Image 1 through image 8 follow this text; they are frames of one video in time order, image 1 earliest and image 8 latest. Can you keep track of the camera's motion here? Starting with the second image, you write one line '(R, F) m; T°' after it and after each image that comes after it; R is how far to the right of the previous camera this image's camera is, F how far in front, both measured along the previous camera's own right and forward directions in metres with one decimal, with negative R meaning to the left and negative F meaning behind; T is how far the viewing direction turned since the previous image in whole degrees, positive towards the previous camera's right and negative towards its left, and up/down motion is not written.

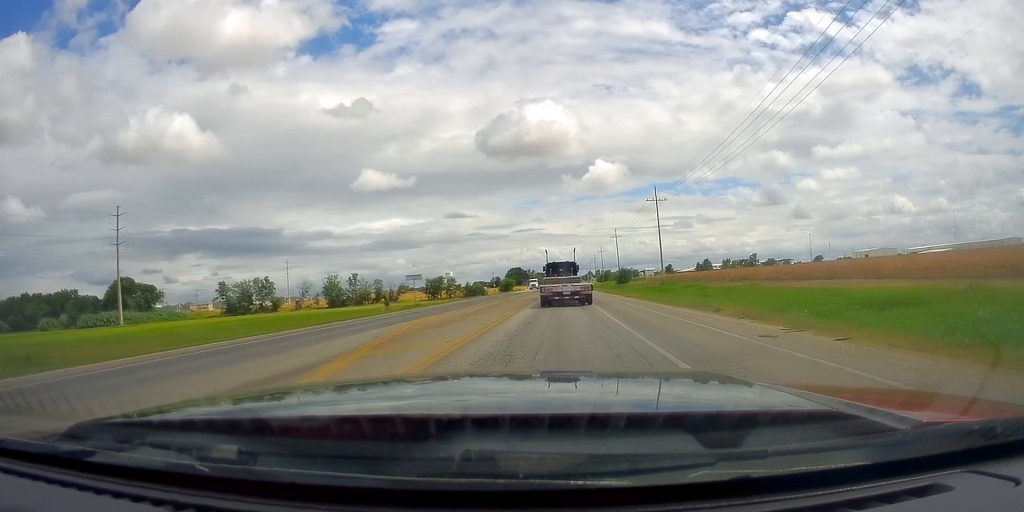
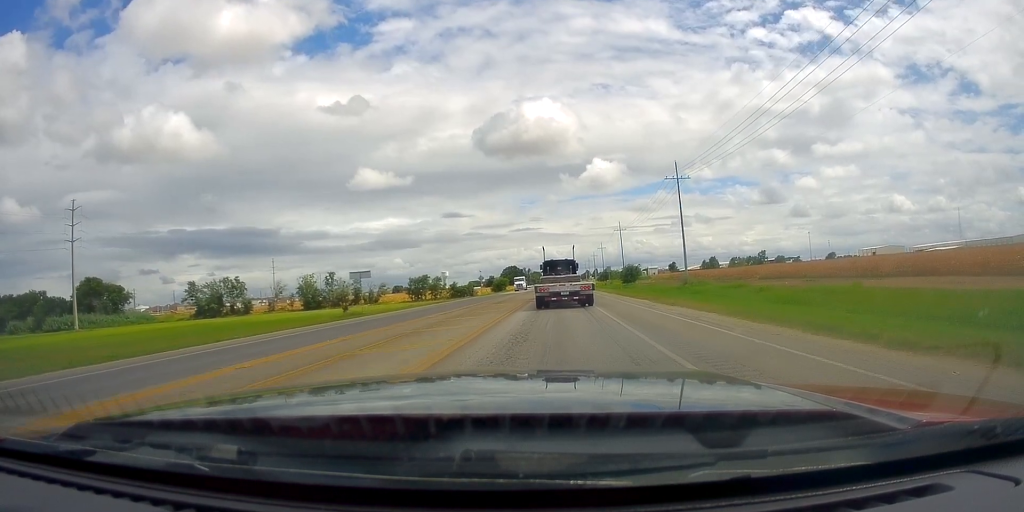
(0.0, +18.9) m; 0°
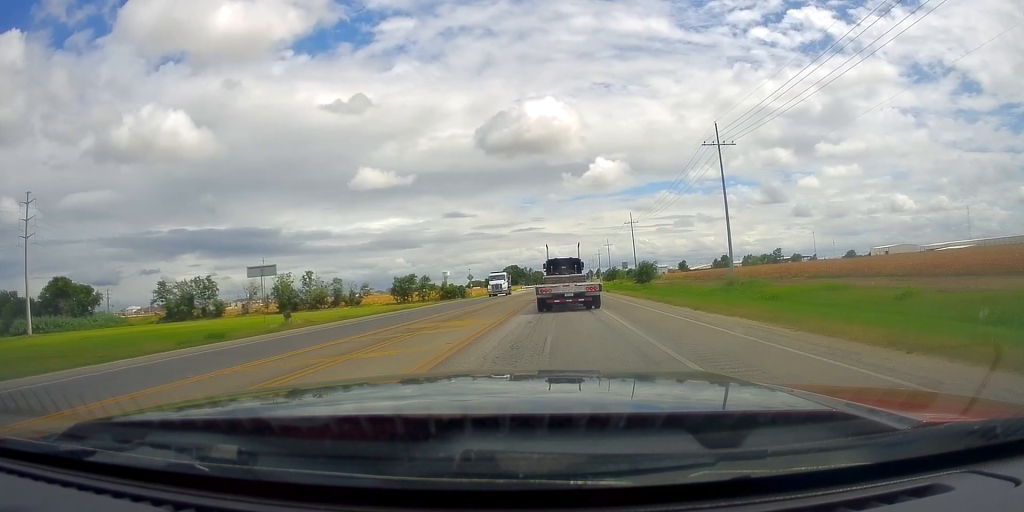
(0.0, +19.5) m; 0°
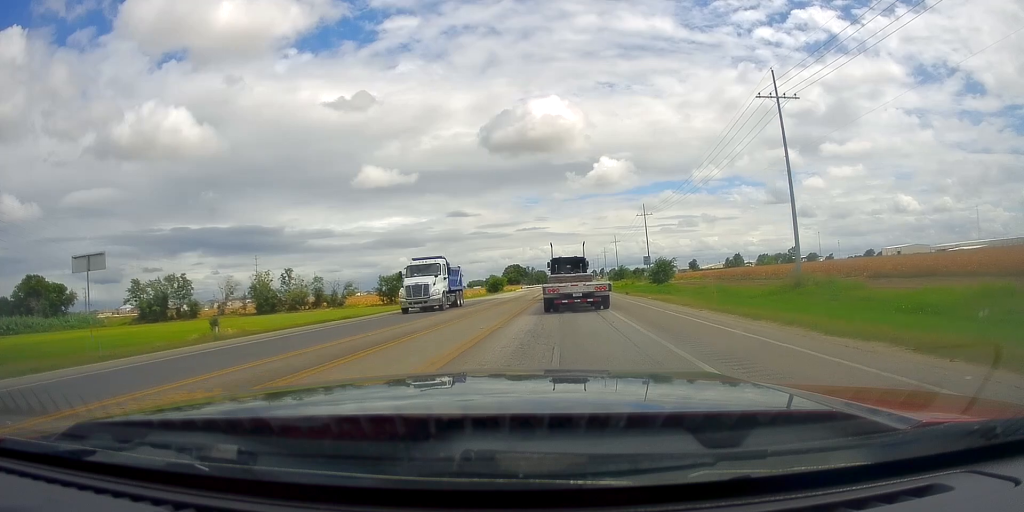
(0.0, +16.3) m; 0°
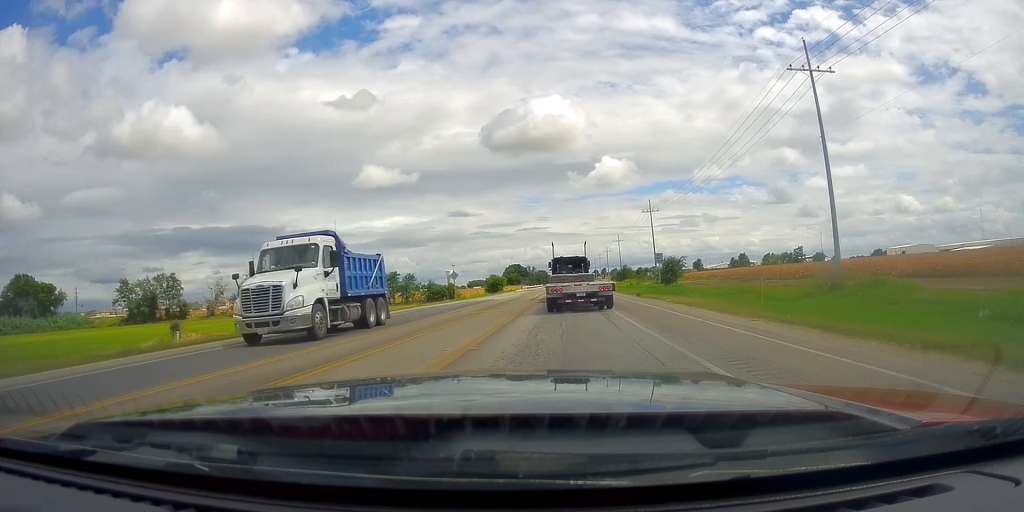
(0.0, +6.3) m; 0°
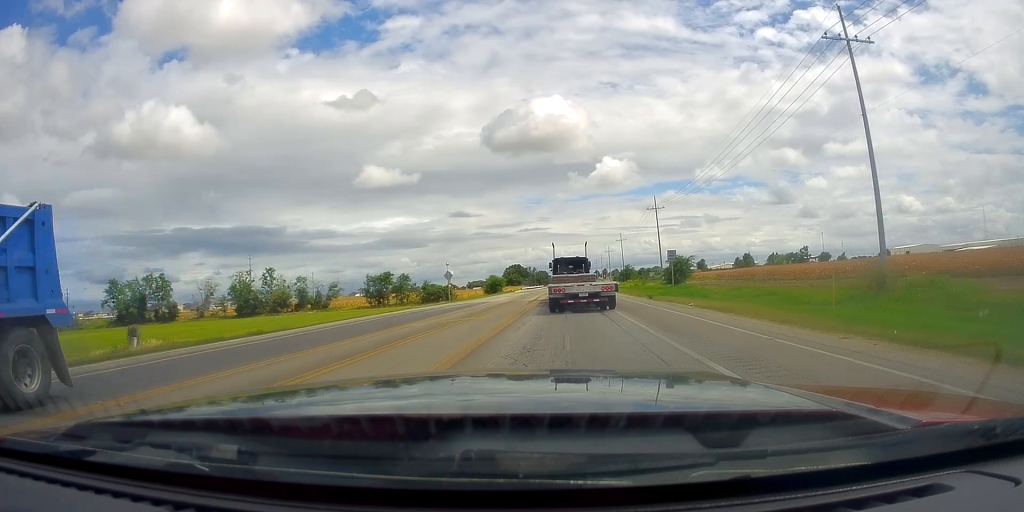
(0.0, +5.6) m; 0°
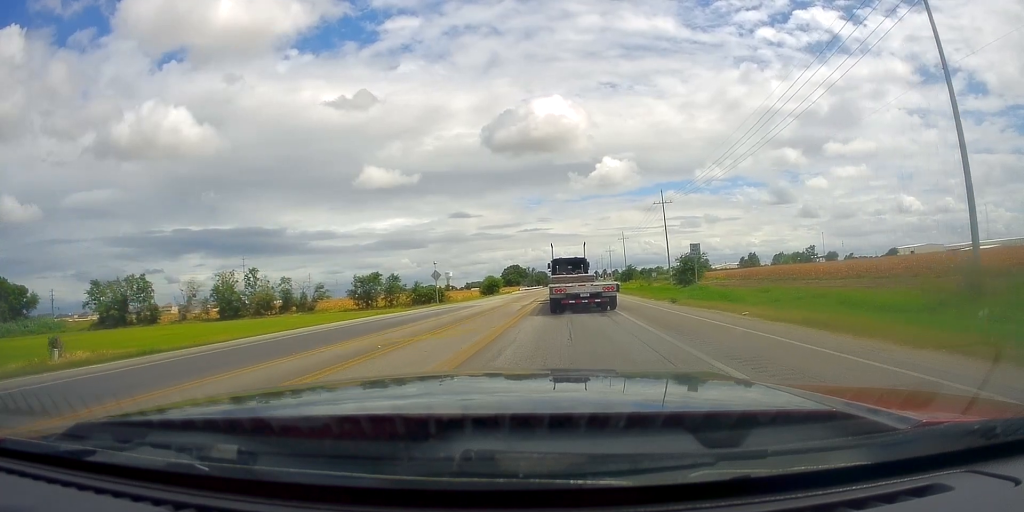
(0.0, +8.0) m; 0°
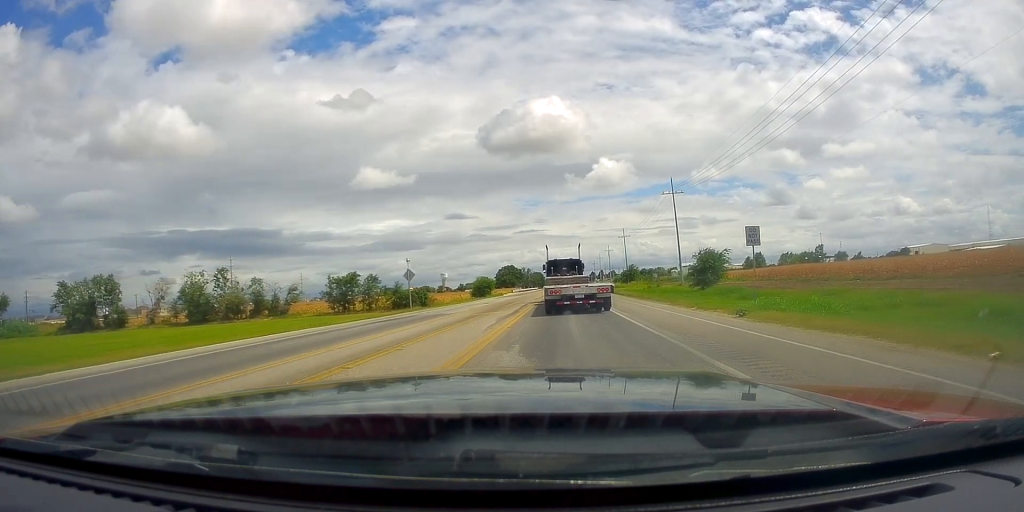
(0.0, +11.6) m; 0°
